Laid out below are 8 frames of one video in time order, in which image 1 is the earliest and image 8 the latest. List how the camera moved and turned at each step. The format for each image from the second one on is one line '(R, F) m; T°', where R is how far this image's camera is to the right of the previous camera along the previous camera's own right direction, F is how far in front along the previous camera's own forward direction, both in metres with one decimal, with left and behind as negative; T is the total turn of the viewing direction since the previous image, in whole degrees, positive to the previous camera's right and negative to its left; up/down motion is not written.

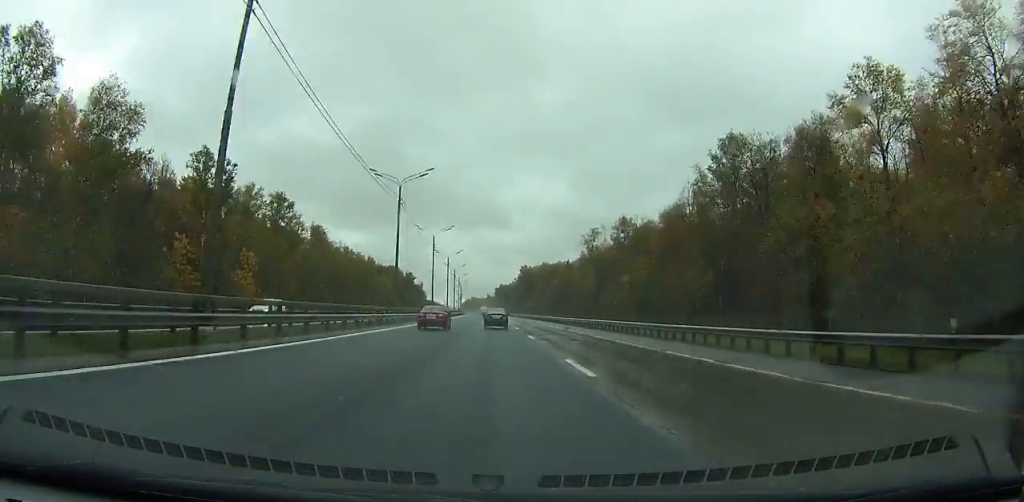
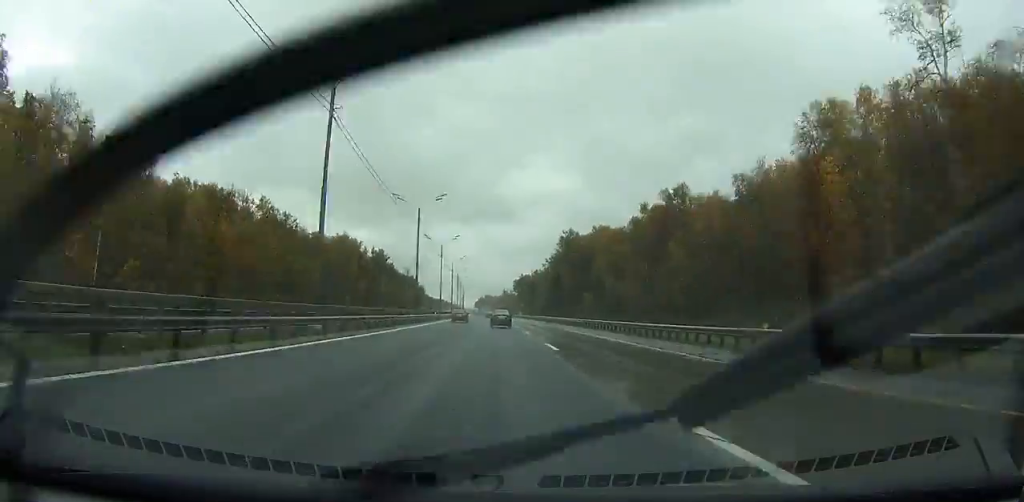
(-2.2, +134.8) m; -2°
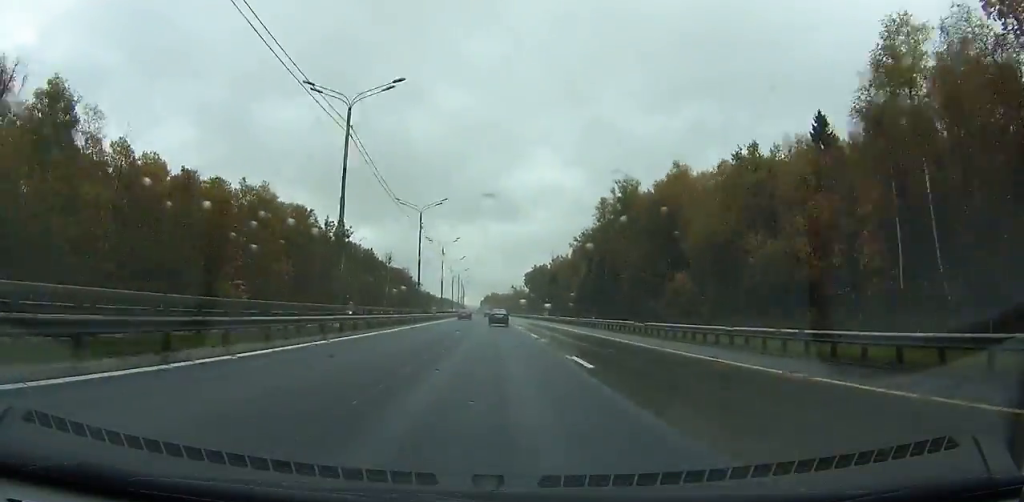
(-0.5, +69.3) m; -1°
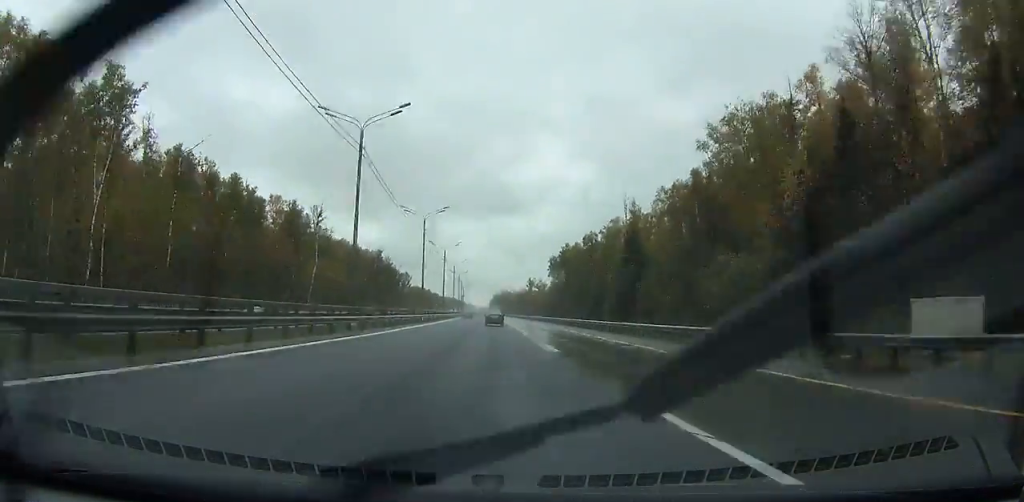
(-0.4, +107.8) m; -1°
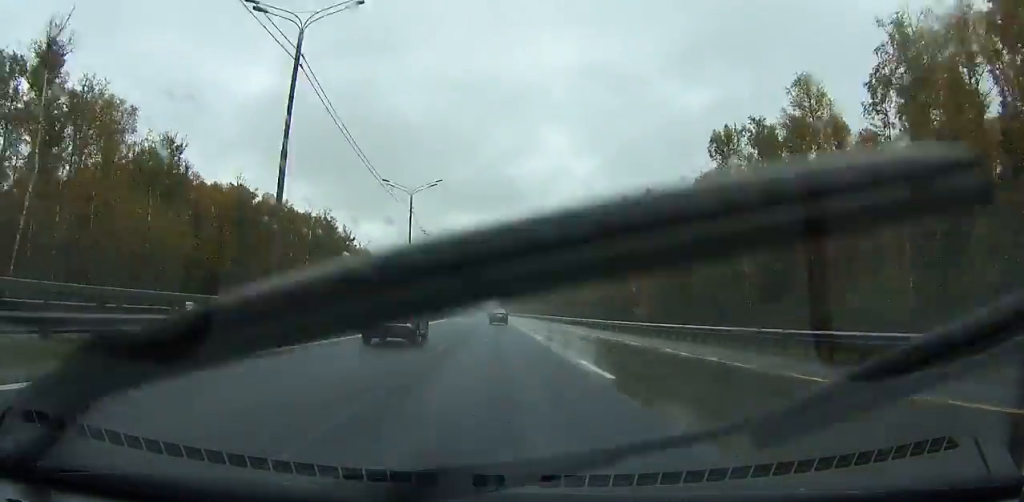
(-0.8, +87.6) m; -1°
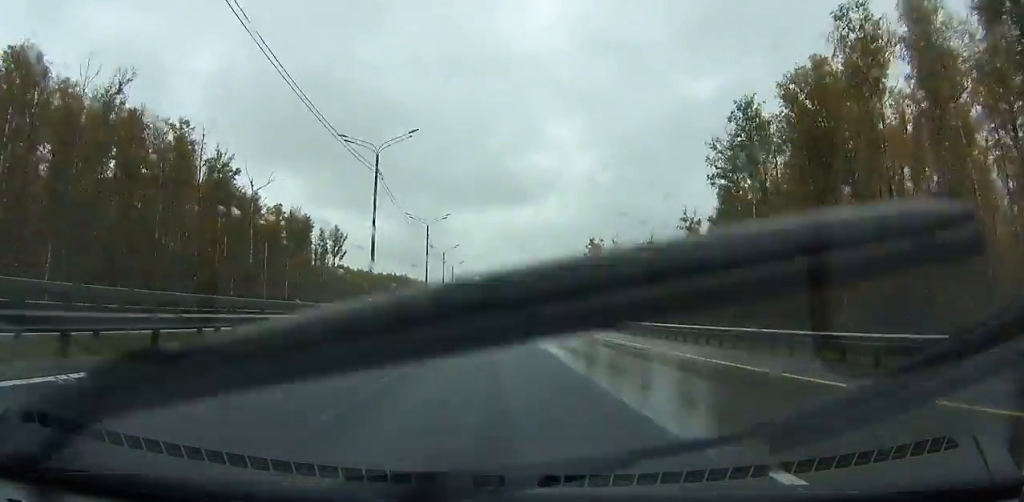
(-0.6, +91.4) m; -1°
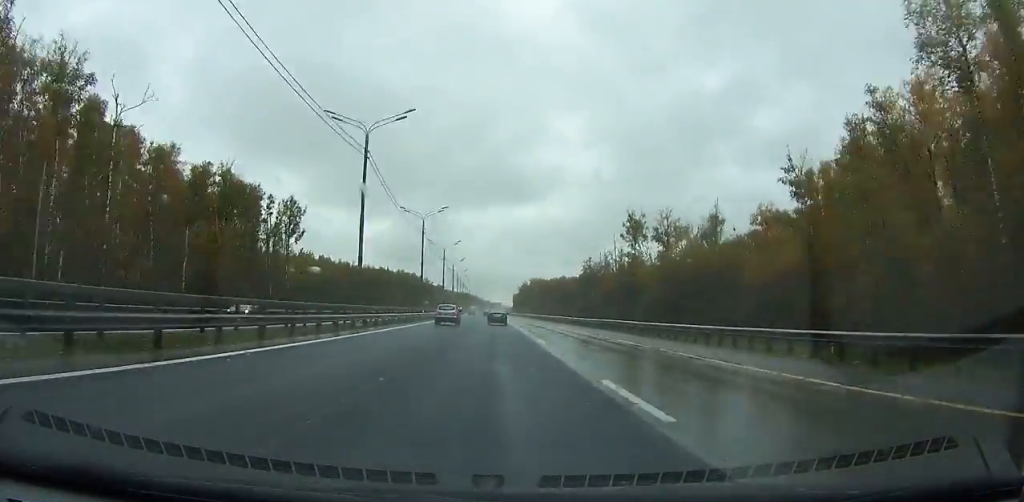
(-0.1, +41.9) m; 0°
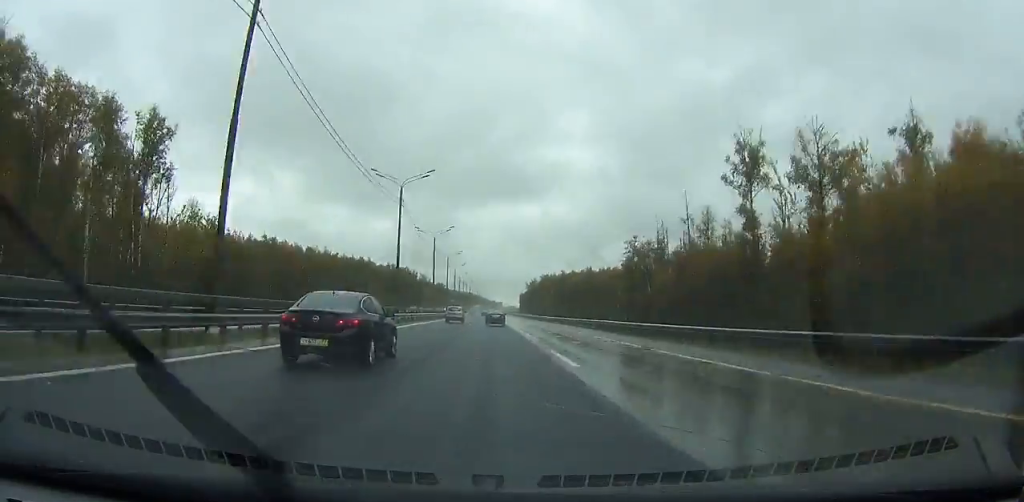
(-0.1, +55.8) m; 0°
